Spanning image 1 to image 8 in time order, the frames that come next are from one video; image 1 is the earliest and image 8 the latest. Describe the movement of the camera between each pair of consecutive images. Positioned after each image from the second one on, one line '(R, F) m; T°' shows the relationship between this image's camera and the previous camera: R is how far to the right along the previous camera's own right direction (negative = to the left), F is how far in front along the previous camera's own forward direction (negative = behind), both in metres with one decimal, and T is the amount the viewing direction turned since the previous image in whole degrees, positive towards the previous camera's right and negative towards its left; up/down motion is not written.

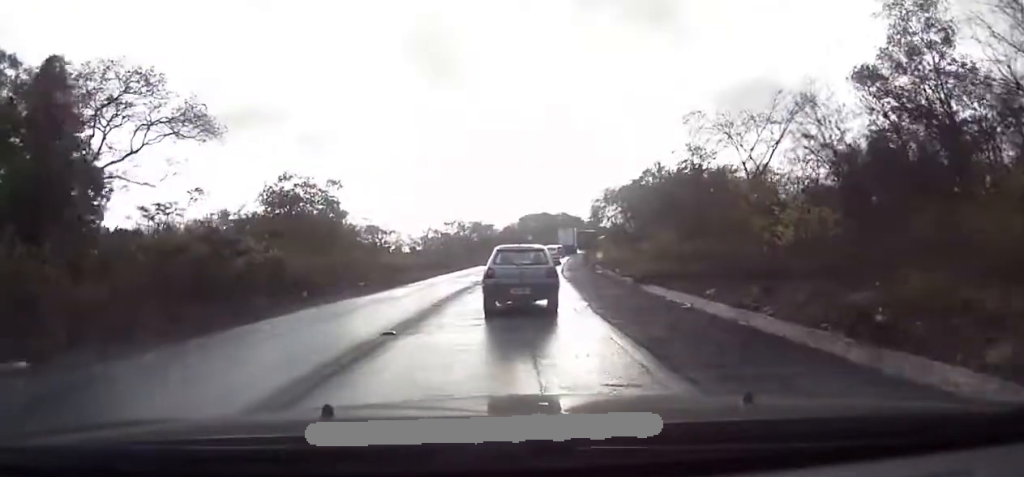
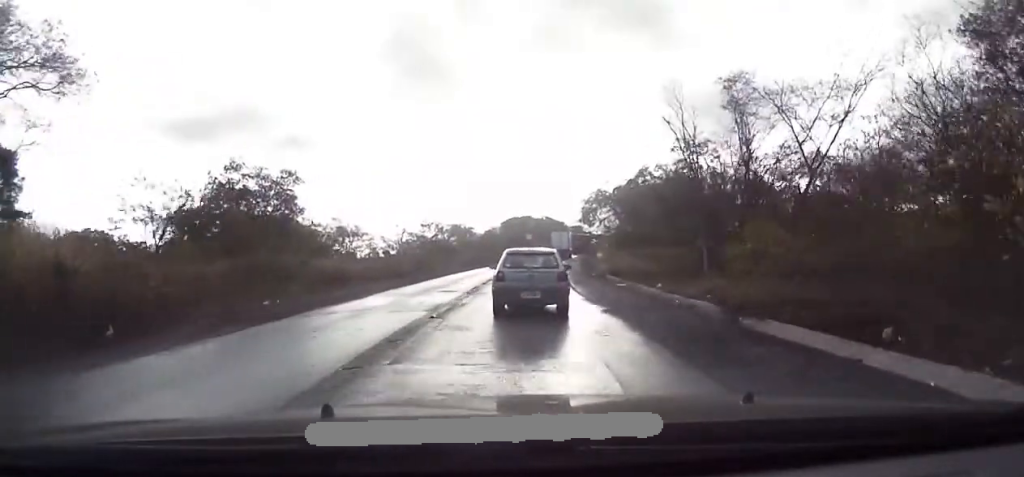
(-0.3, +12.9) m; 0°
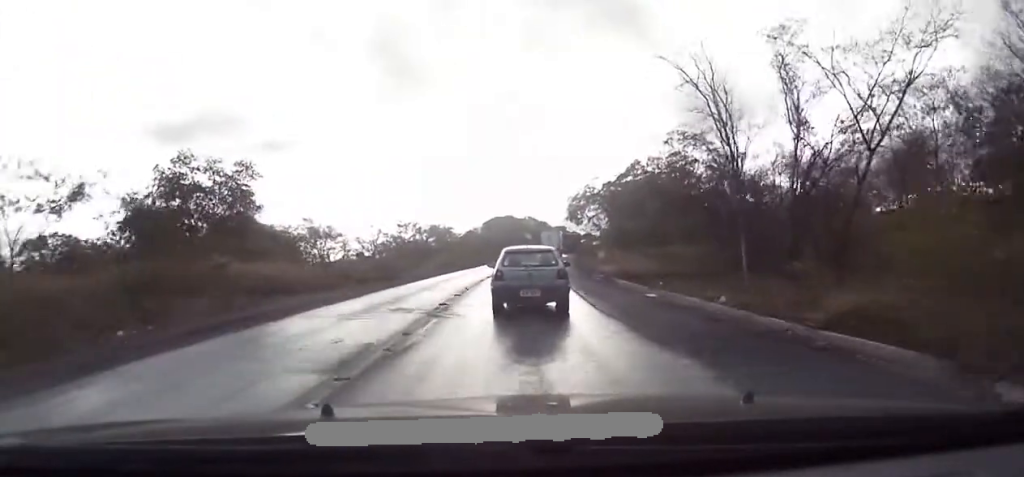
(+0.2, +9.0) m; +3°
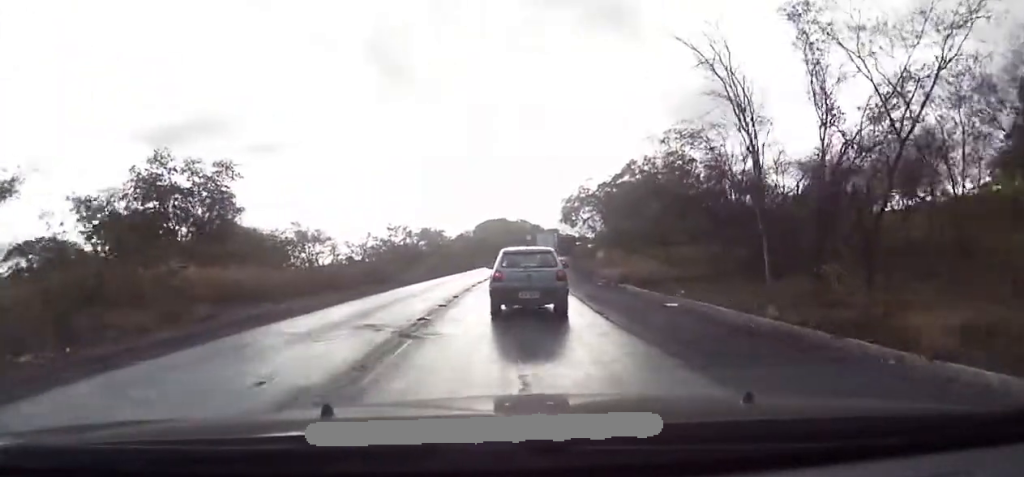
(+0.1, +3.5) m; +1°
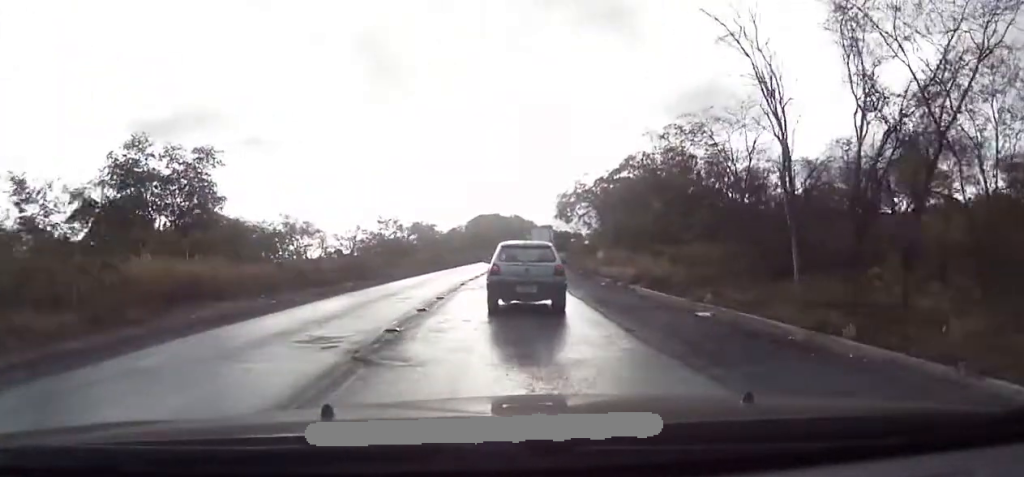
(0.0, +3.4) m; 0°
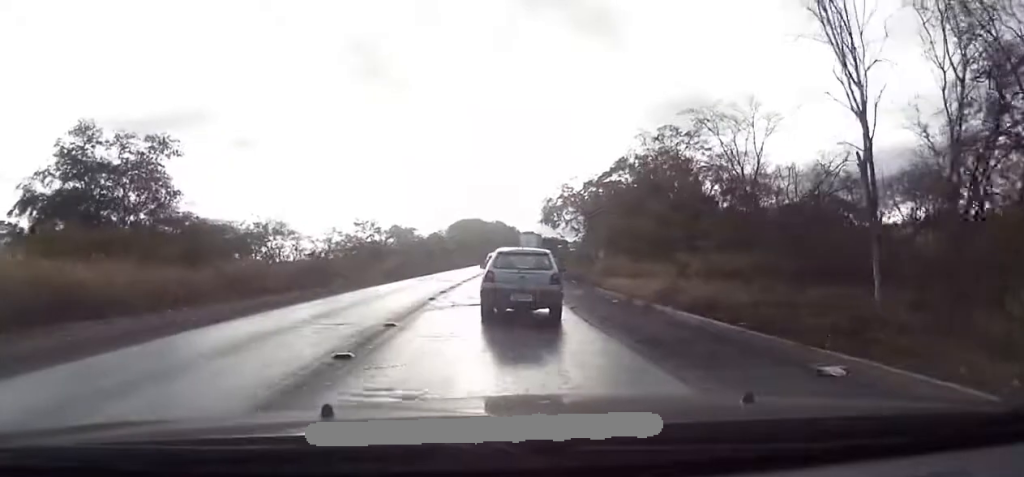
(0.0, +6.7) m; -1°
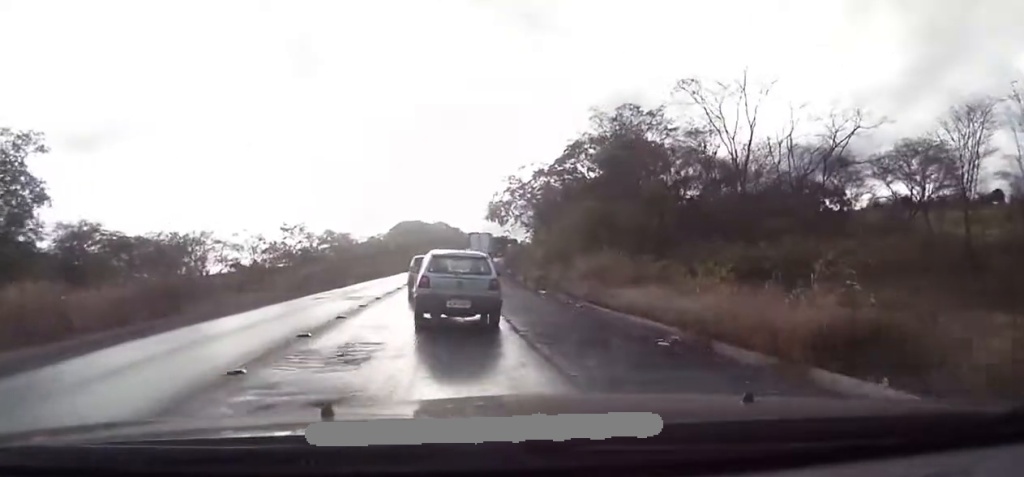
(+0.5, +12.9) m; +8°
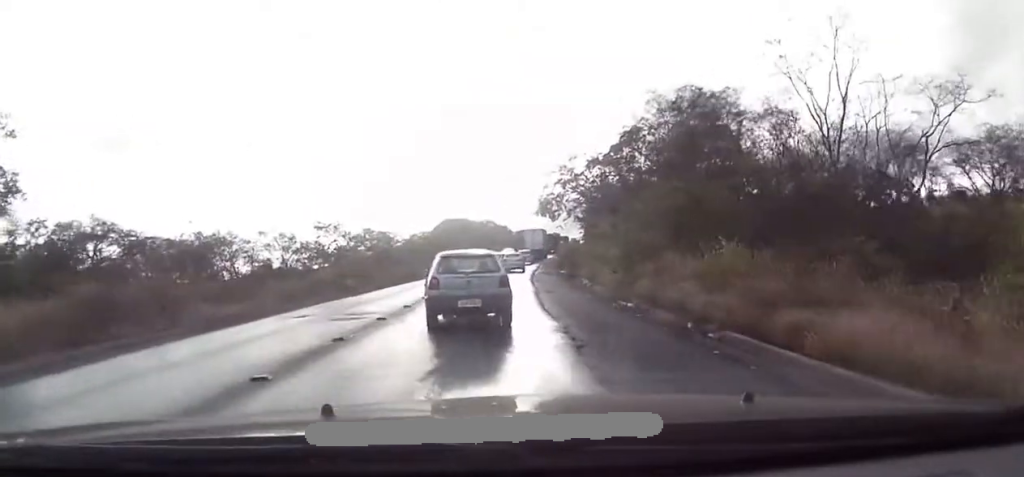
(+0.5, +8.6) m; -1°
